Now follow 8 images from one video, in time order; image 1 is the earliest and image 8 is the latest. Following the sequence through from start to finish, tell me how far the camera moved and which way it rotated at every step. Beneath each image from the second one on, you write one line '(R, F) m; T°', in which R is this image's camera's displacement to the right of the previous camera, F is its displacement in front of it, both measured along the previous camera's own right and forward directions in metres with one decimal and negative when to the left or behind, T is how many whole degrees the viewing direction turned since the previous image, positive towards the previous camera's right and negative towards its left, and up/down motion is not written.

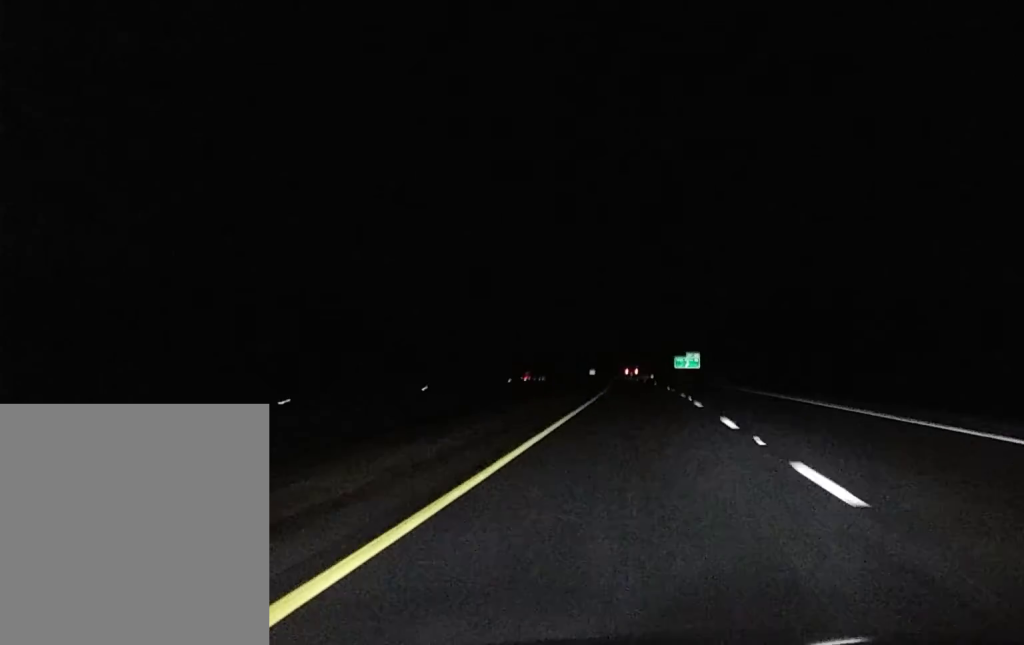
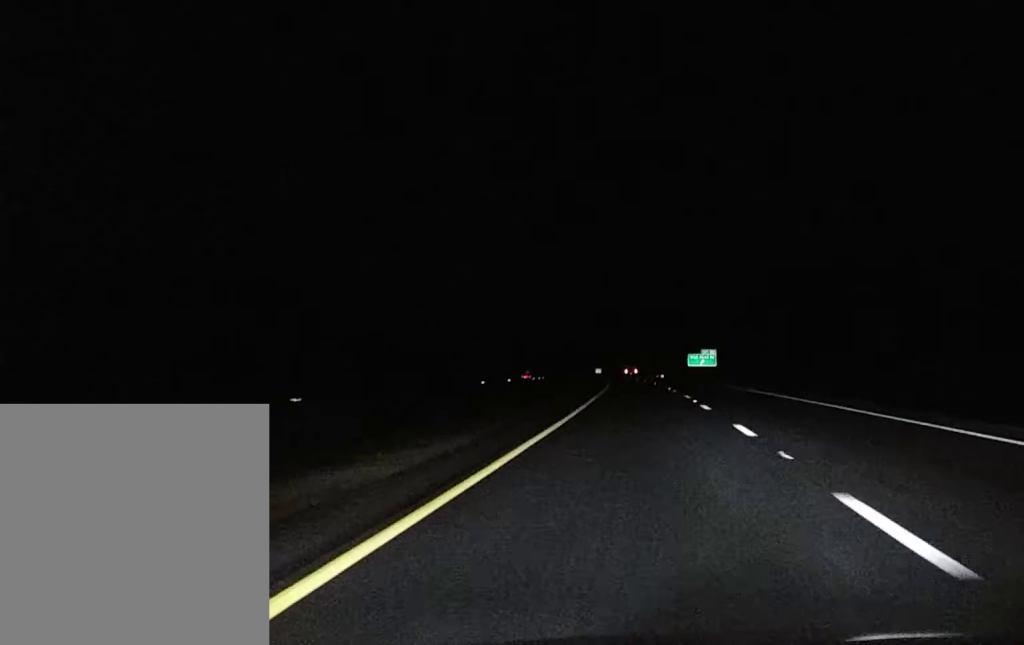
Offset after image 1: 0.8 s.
(-0.3, +25.8) m; -1°
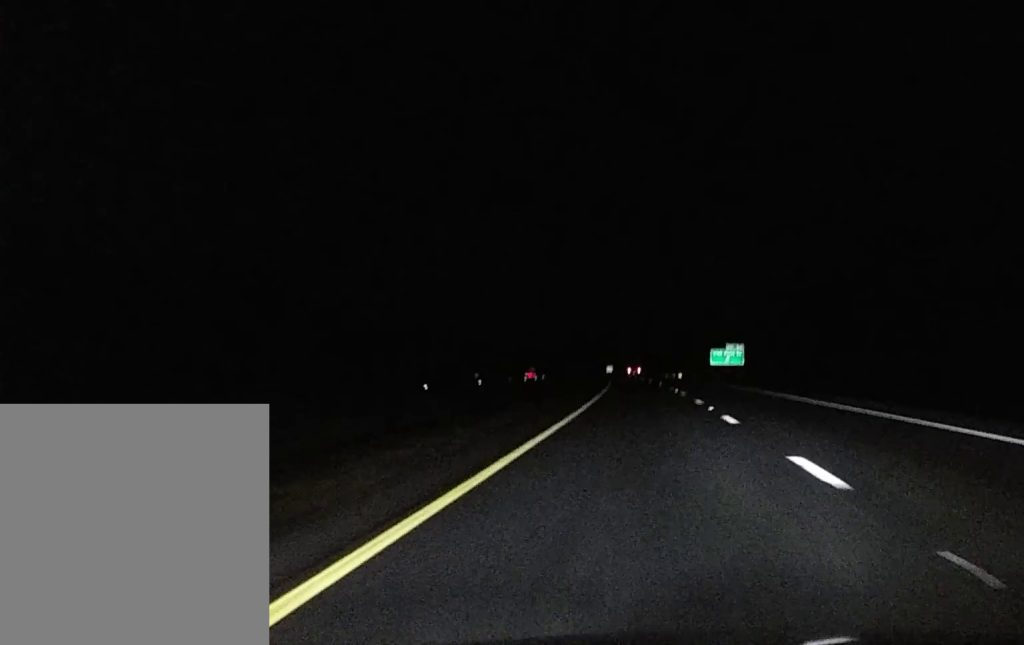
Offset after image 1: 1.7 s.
(-0.1, +30.5) m; -1°
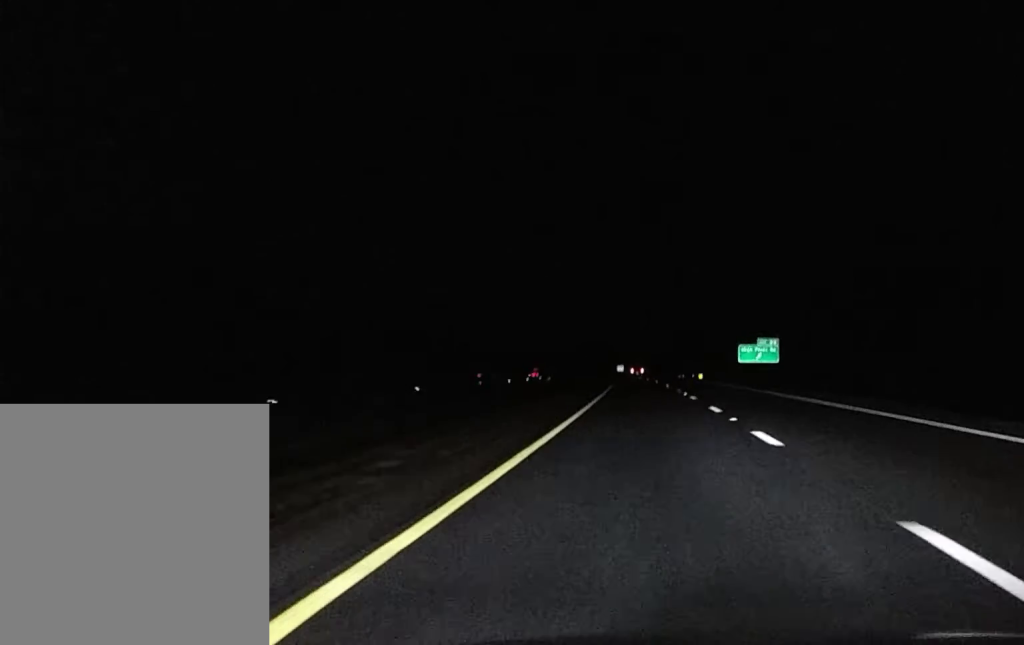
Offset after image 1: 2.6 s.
(-0.3, +28.1) m; -1°
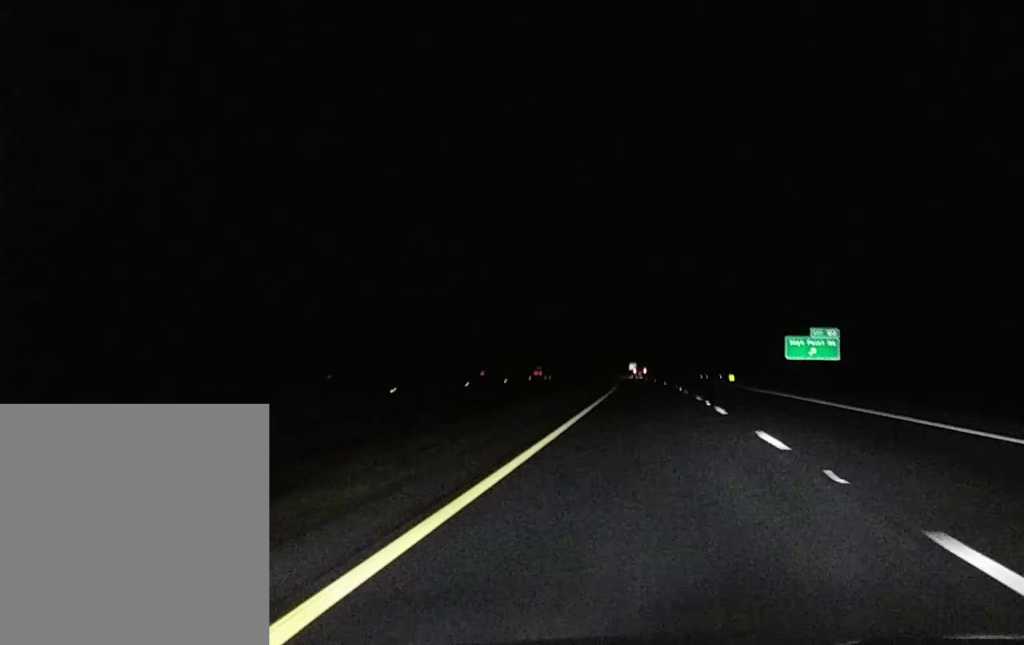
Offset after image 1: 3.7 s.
(-0.2, +31.9) m; 0°
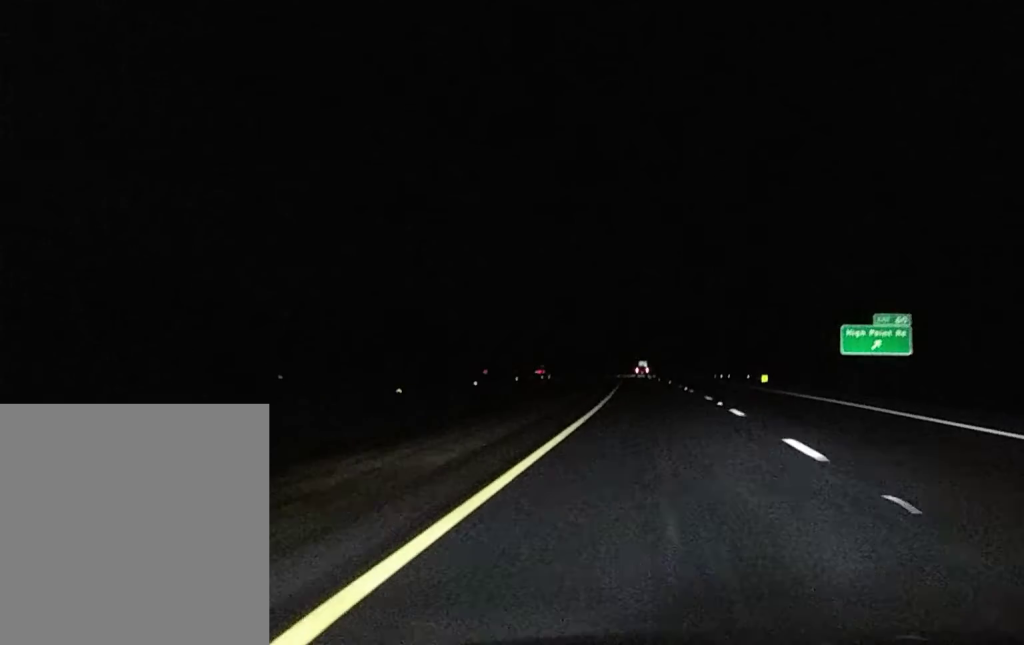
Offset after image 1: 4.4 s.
(0.0, +23.7) m; 0°
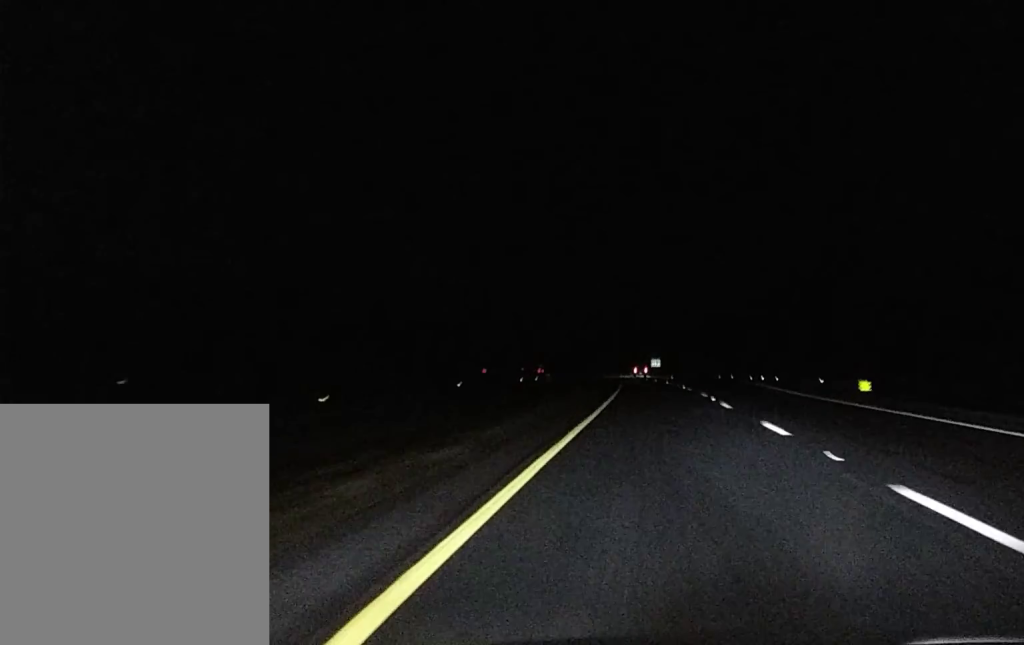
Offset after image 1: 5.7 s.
(-0.2, +45.5) m; -1°
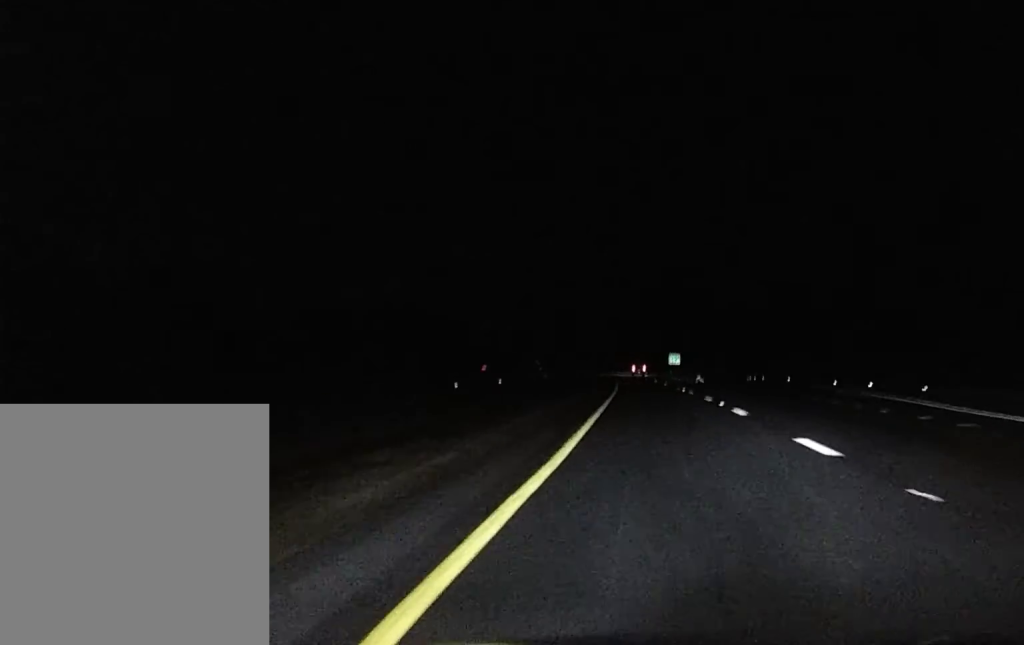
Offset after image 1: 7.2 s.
(-0.5, +60.7) m; -1°
